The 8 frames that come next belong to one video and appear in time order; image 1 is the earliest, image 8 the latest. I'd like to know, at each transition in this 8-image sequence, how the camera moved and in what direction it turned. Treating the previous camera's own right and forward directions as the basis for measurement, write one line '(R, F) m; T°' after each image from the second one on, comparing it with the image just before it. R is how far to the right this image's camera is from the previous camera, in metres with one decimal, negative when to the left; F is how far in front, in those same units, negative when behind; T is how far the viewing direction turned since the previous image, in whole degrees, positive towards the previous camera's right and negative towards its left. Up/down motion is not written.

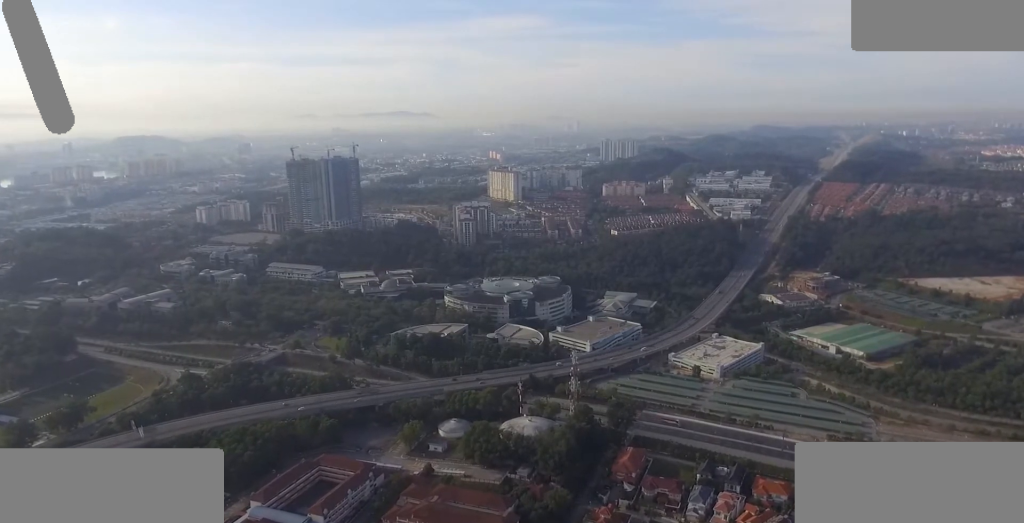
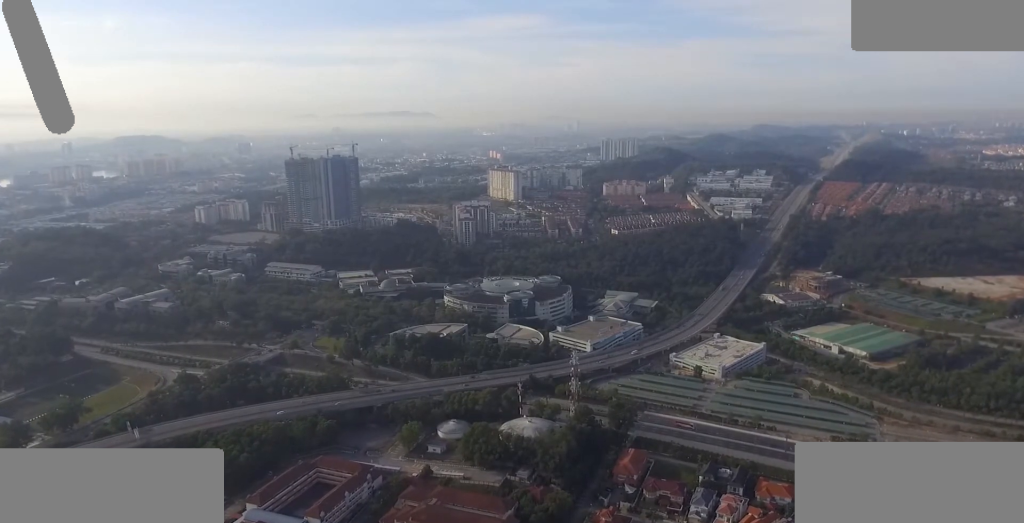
(0.0, +5.6) m; 0°
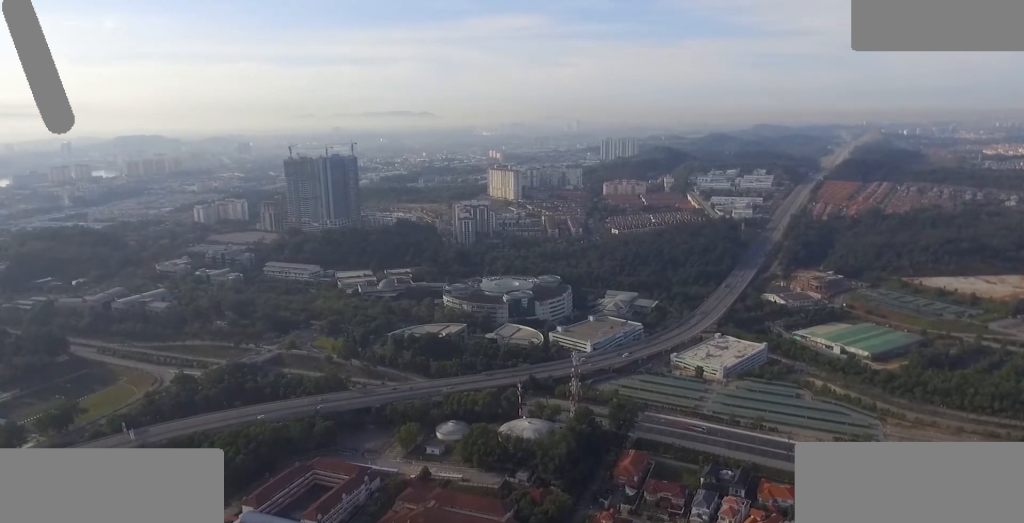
(0.0, +4.4) m; 0°
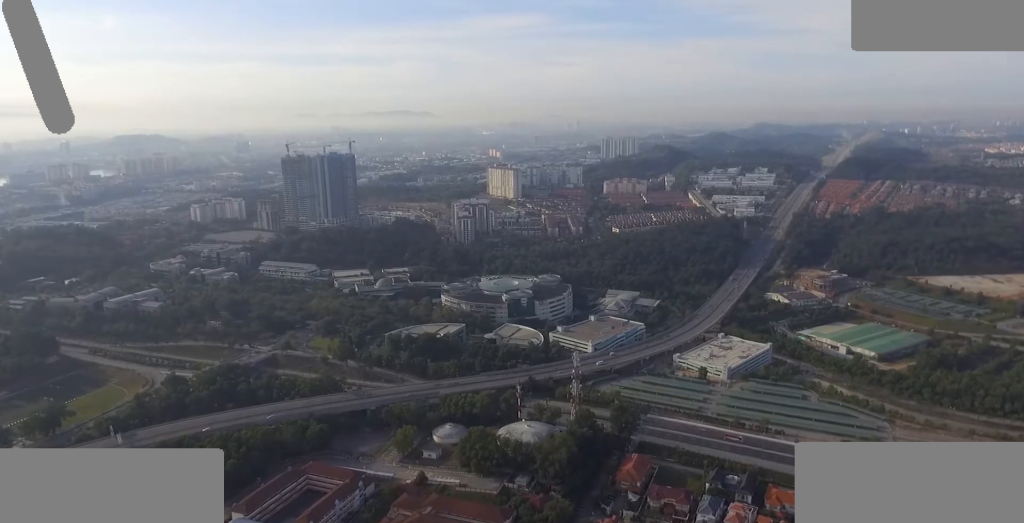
(-0.2, +12.5) m; -2°
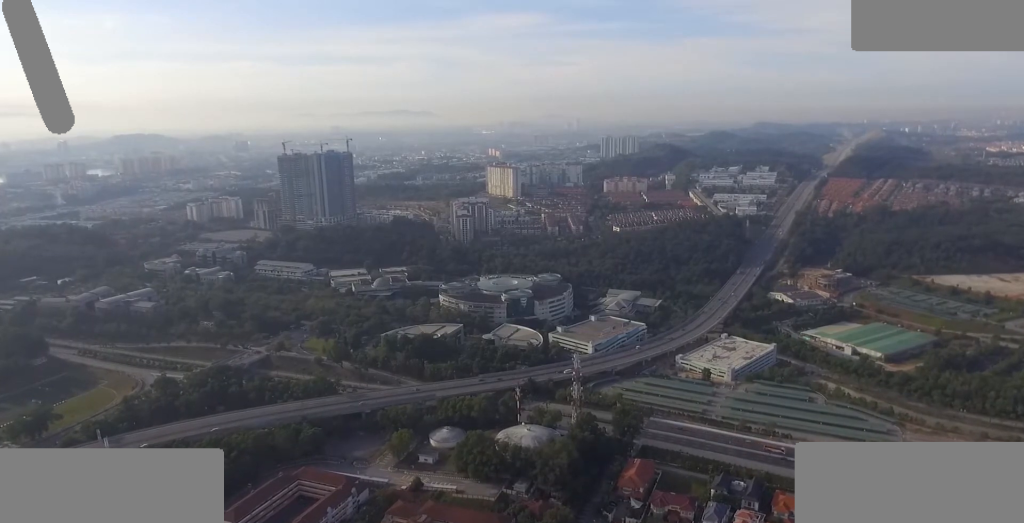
(+0.2, +13.2) m; +3°
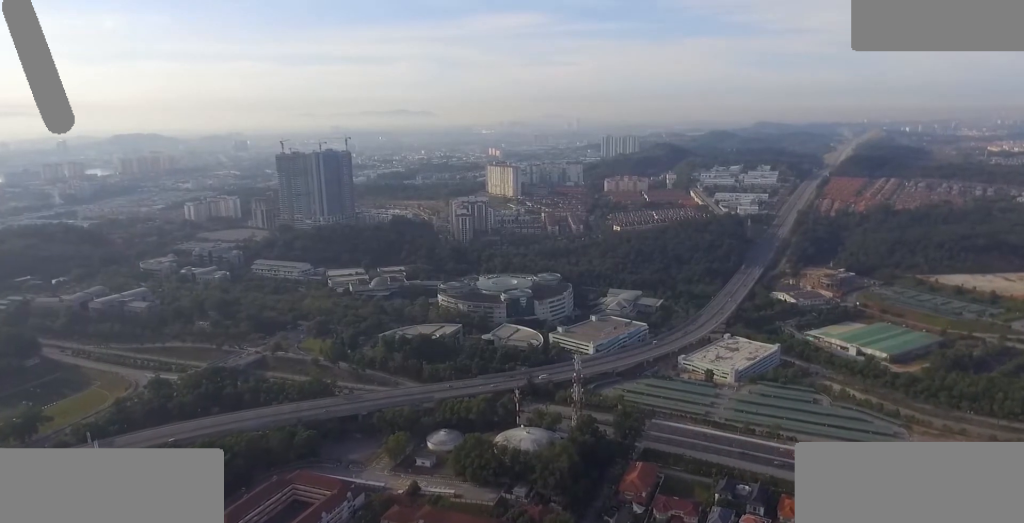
(+0.2, +8.8) m; 0°
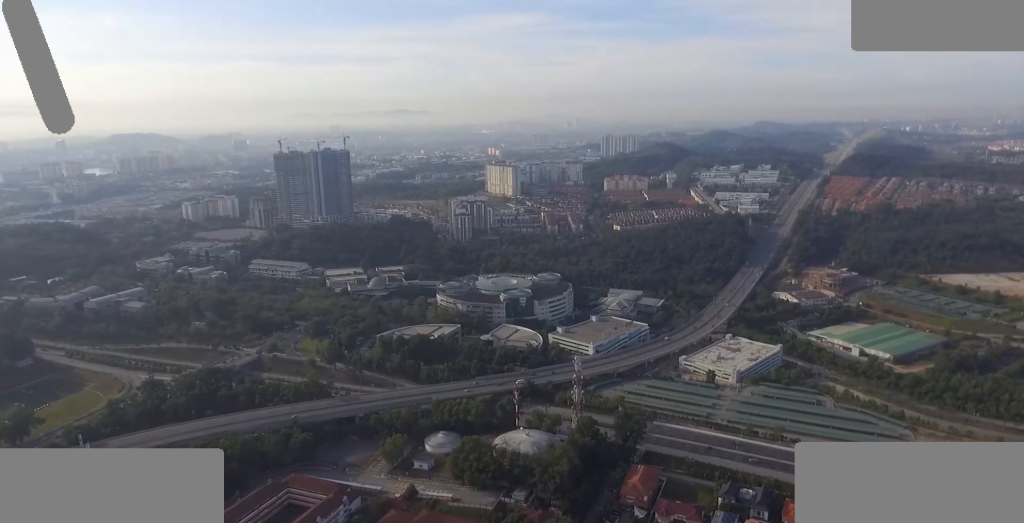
(-0.2, +6.8) m; -1°
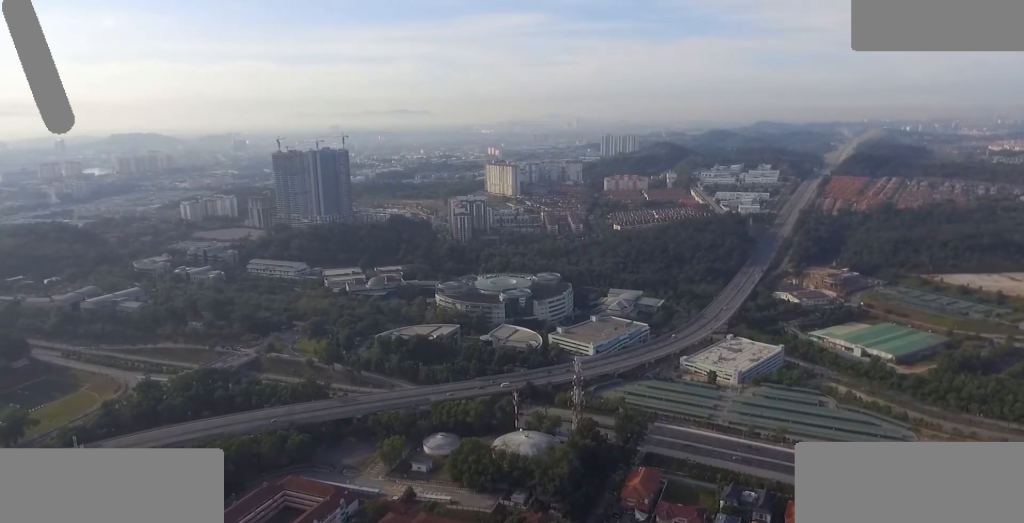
(0.0, +4.8) m; 0°
